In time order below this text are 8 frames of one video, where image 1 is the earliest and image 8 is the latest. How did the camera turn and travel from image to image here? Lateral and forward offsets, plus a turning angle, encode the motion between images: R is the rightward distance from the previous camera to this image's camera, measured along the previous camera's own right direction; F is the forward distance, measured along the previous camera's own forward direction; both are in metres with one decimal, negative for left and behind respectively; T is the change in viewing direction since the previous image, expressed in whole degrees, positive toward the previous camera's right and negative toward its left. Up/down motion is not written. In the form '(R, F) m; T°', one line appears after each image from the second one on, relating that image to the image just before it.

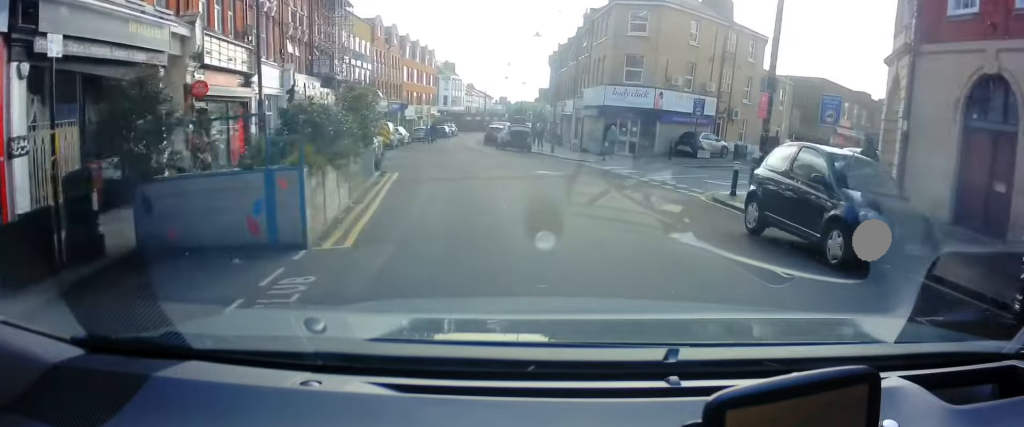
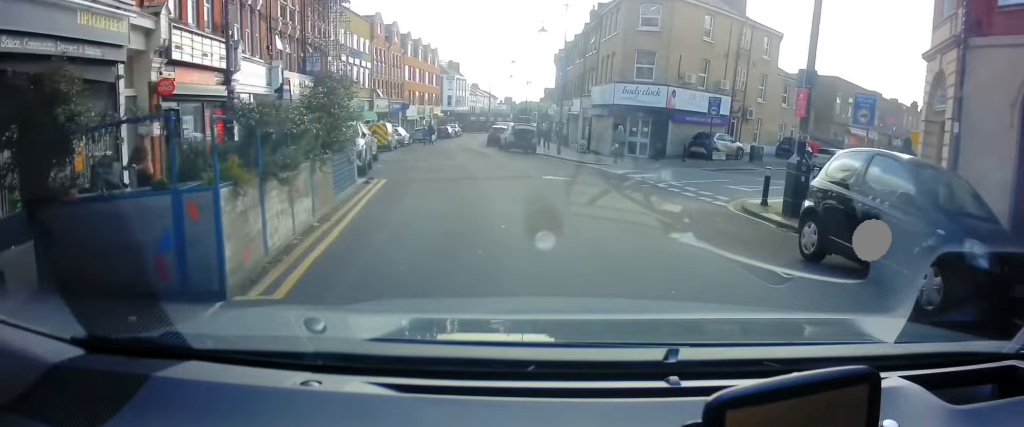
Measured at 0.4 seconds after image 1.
(0.0, +2.3) m; -1°
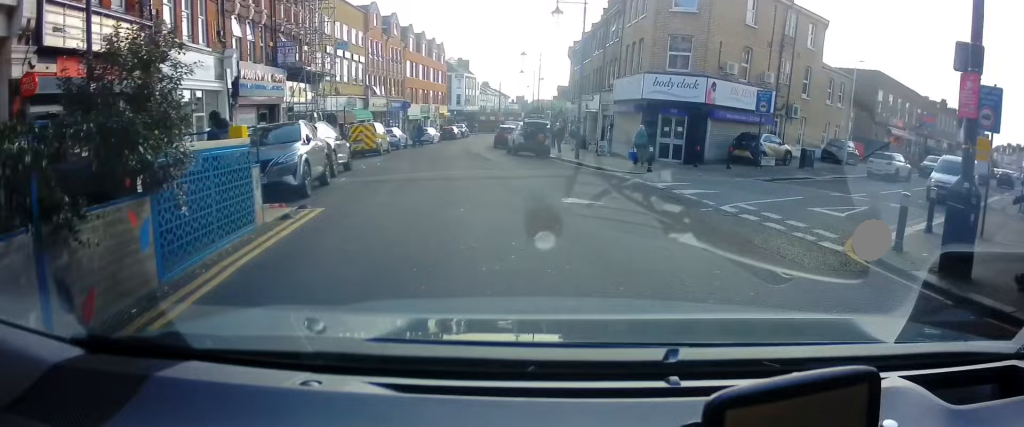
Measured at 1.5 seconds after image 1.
(-0.1, +6.3) m; -1°
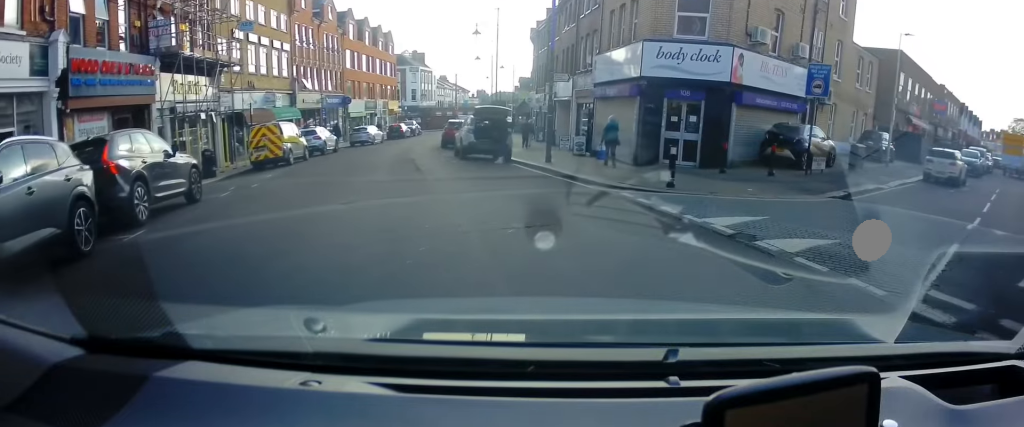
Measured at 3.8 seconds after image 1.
(-0.7, +9.3) m; -2°
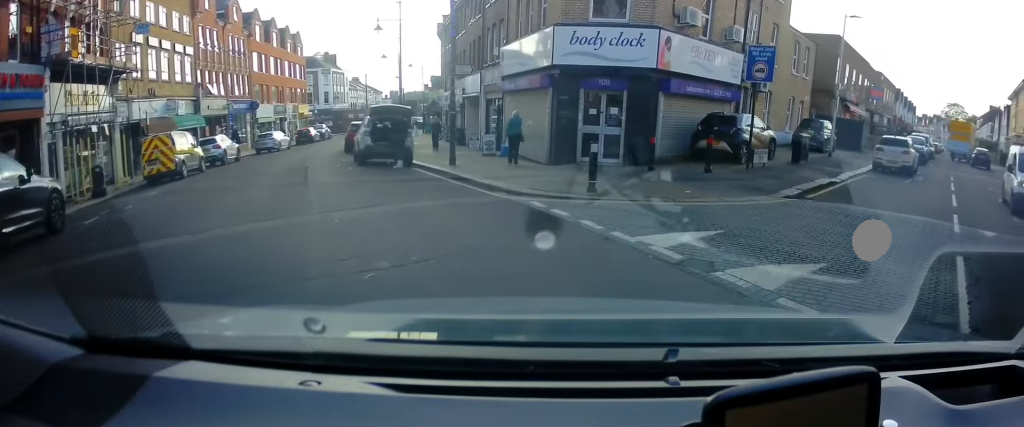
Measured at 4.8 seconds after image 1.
(+0.6, +2.3) m; +16°
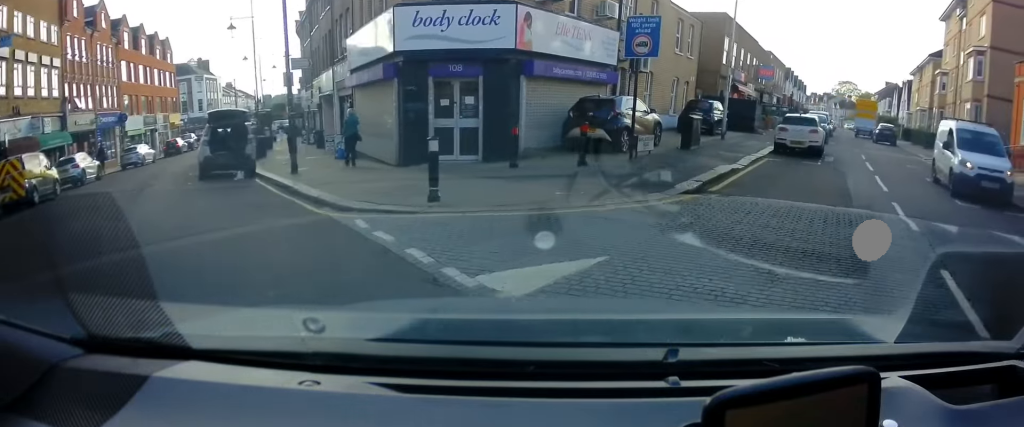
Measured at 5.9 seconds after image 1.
(+0.2, +2.3) m; +15°
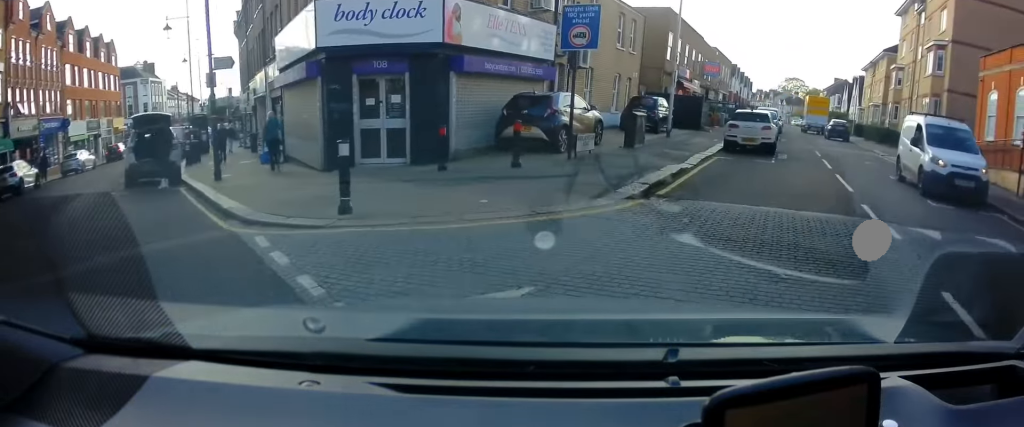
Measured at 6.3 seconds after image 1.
(+0.2, +1.0) m; +3°
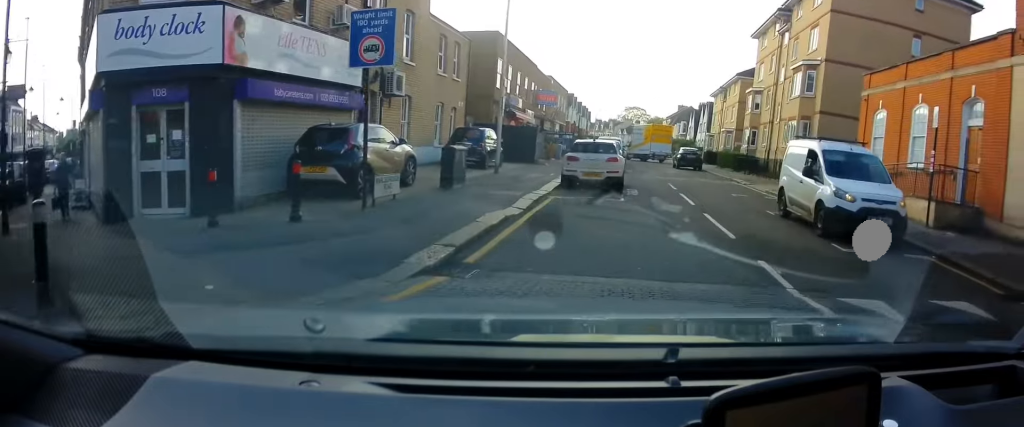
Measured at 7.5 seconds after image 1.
(0.0, +2.7) m; +9°
